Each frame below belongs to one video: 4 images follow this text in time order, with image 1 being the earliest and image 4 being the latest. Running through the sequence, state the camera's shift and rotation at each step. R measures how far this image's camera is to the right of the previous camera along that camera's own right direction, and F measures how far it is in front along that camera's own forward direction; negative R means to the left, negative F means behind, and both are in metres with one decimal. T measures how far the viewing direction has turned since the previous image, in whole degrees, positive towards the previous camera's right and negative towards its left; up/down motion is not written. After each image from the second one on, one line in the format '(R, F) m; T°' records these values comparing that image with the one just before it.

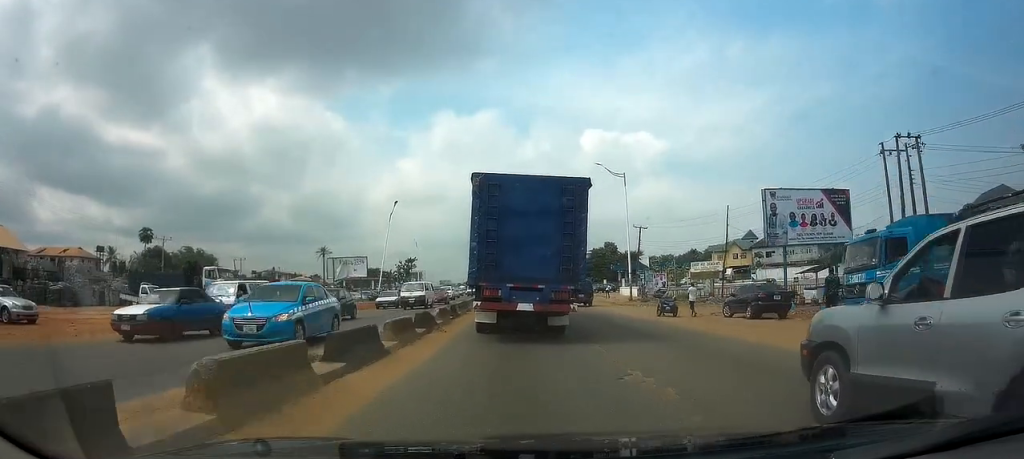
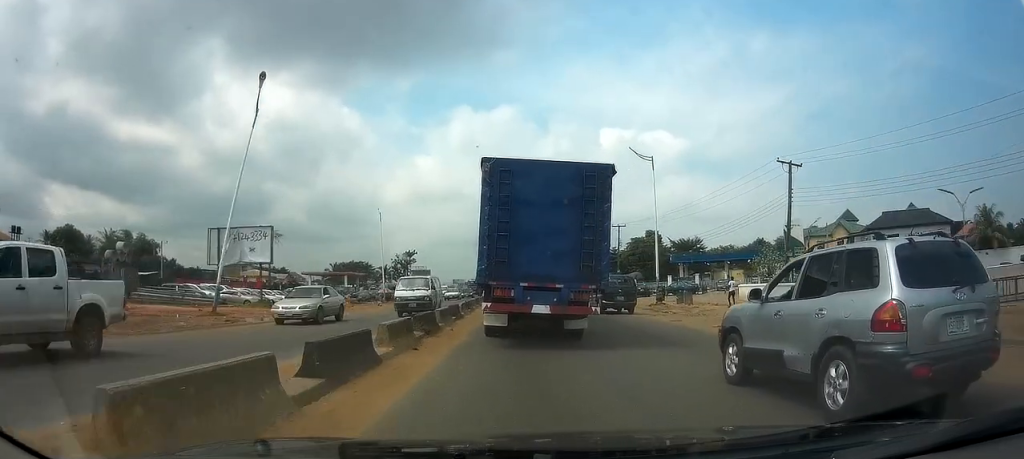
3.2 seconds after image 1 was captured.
(-0.6, +37.6) m; -1°
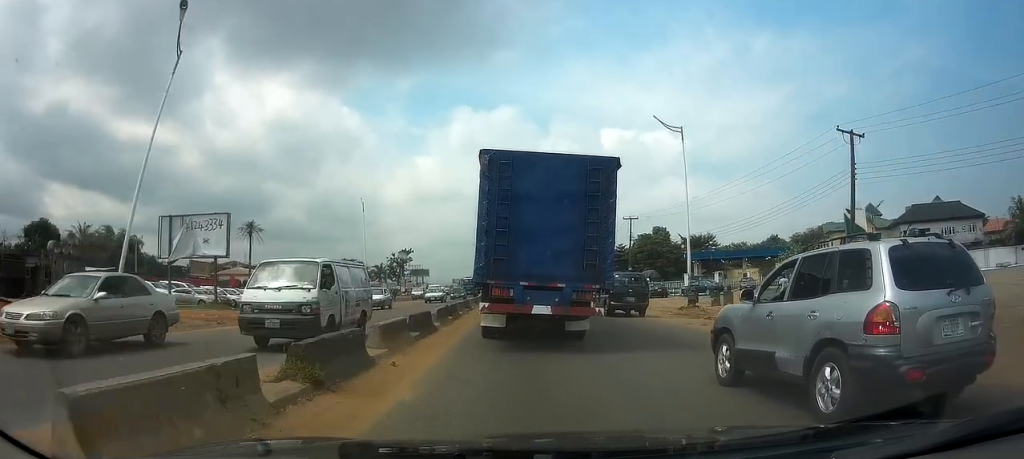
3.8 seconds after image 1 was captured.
(0.0, +7.6) m; 0°
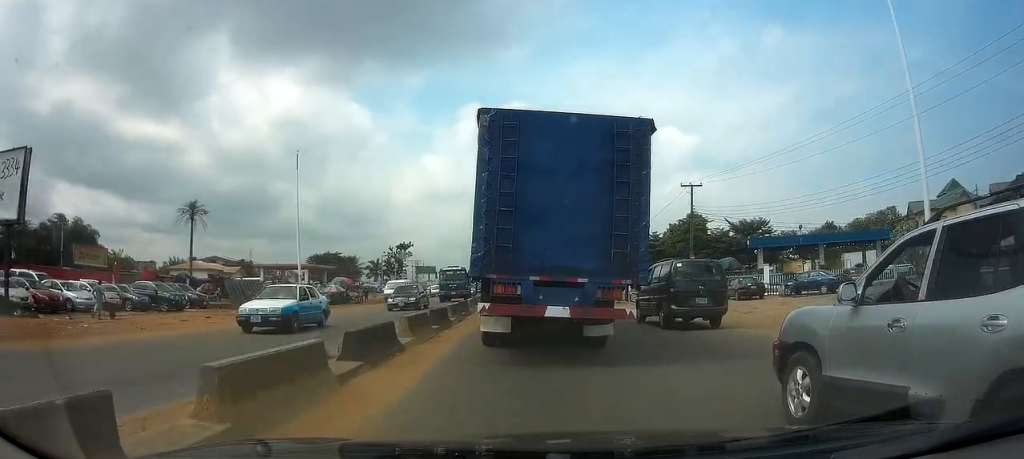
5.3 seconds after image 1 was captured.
(-0.1, +19.7) m; -1°
